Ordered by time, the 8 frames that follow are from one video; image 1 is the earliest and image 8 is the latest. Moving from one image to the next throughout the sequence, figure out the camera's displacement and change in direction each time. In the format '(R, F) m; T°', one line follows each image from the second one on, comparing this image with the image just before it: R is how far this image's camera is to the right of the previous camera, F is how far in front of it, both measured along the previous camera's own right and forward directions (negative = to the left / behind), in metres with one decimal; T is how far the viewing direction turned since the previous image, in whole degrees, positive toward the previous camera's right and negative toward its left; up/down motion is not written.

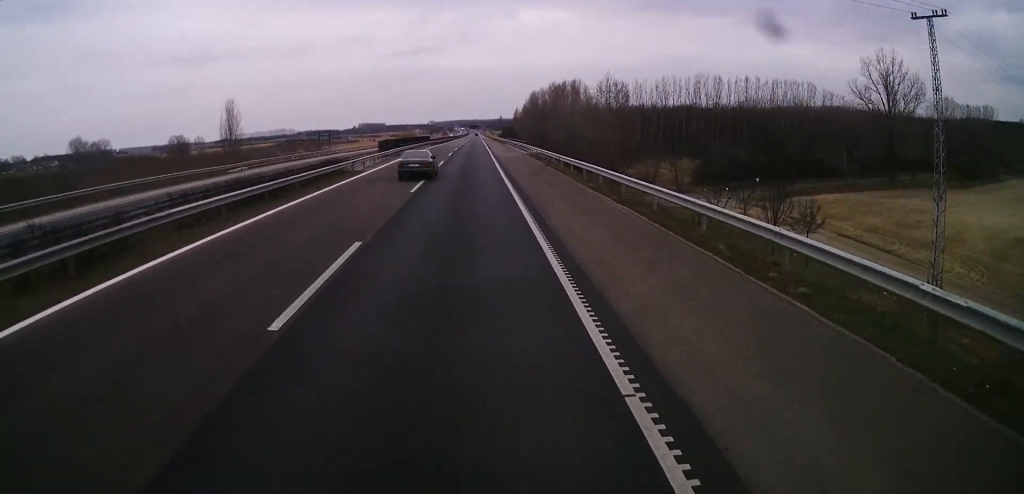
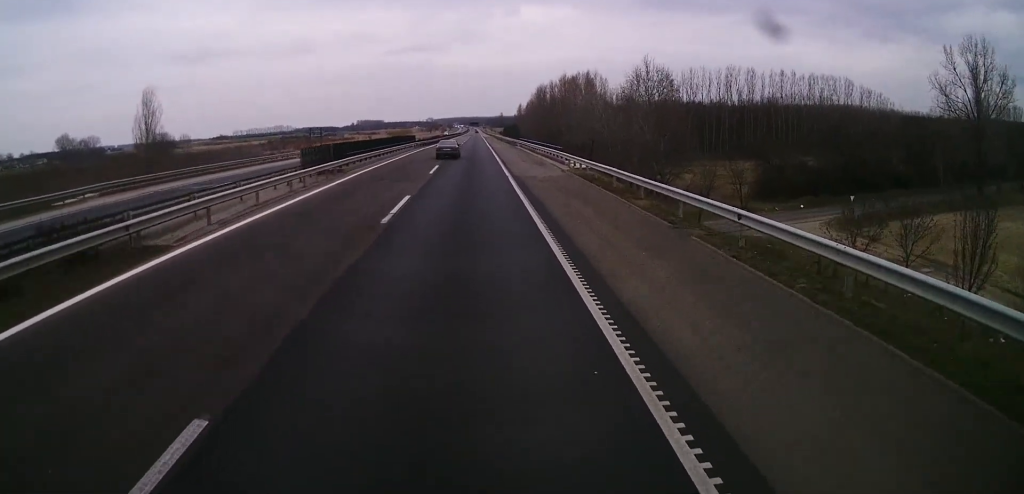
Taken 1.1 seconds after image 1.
(+0.2, +25.5) m; +1°
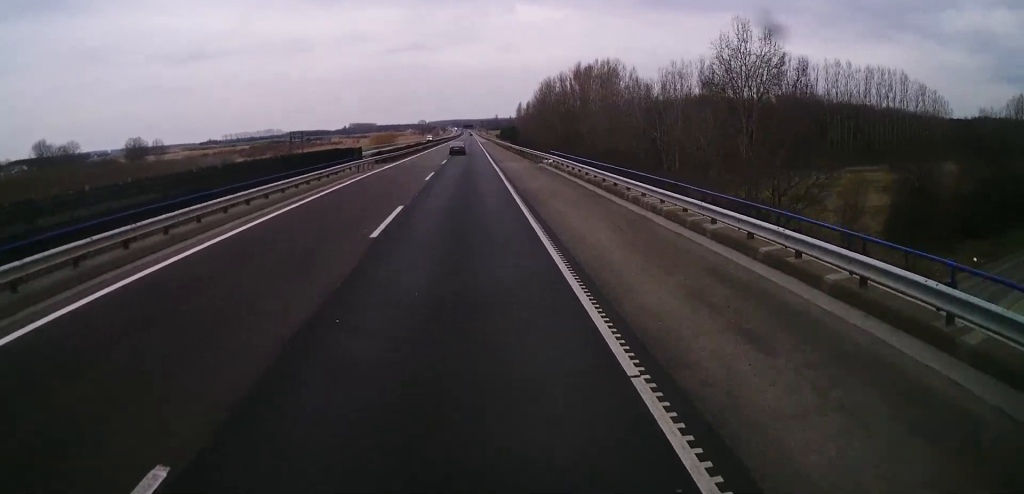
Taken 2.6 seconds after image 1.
(+0.1, +34.1) m; -1°
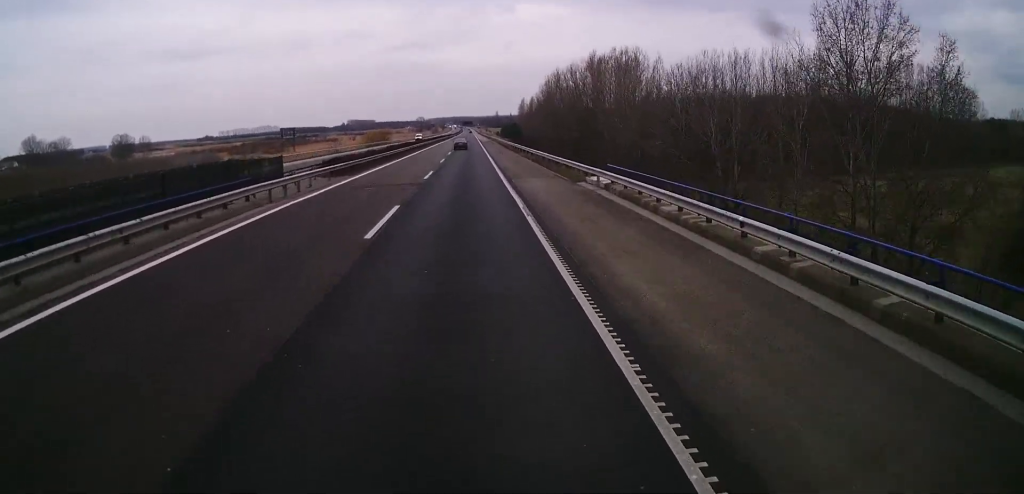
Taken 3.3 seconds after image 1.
(-0.1, +17.9) m; 0°
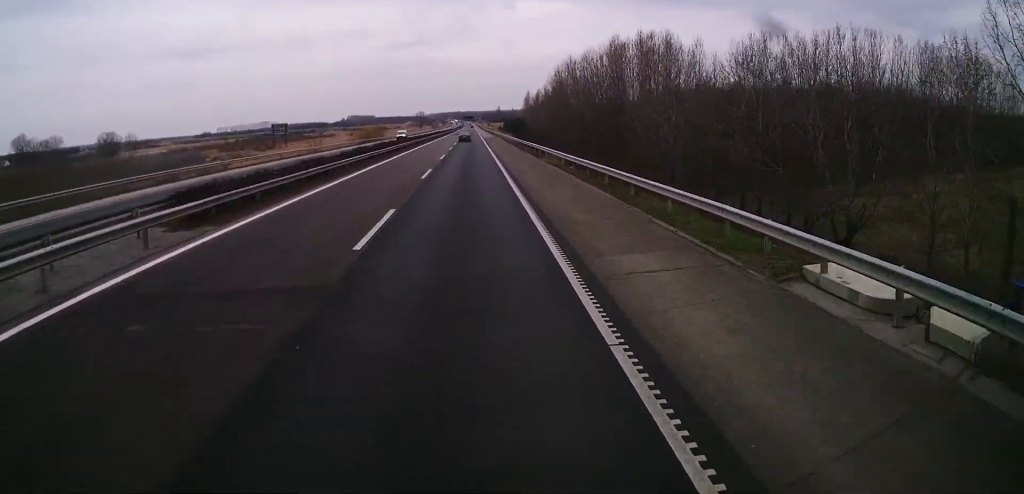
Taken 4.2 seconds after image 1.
(0.0, +19.4) m; 0°
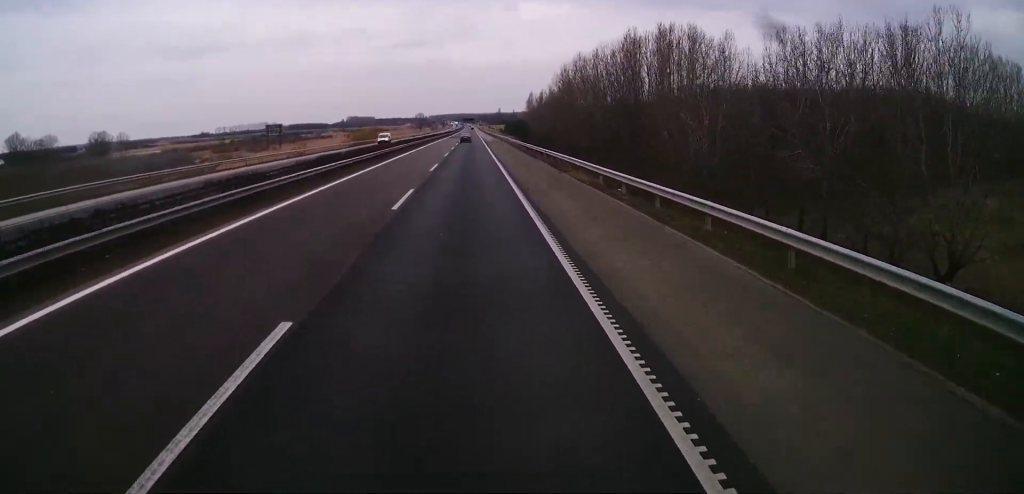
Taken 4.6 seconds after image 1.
(0.0, +10.9) m; 0°
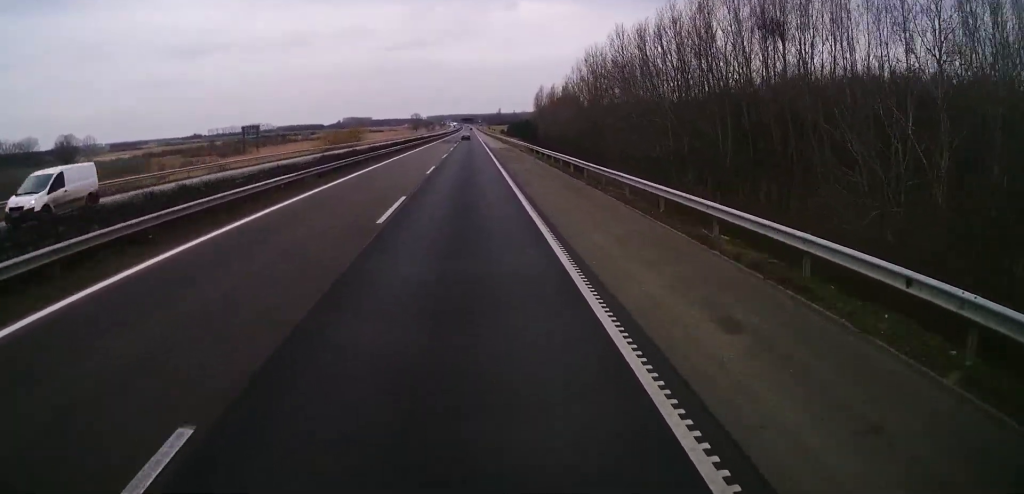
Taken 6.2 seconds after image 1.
(+0.4, +36.6) m; 0°
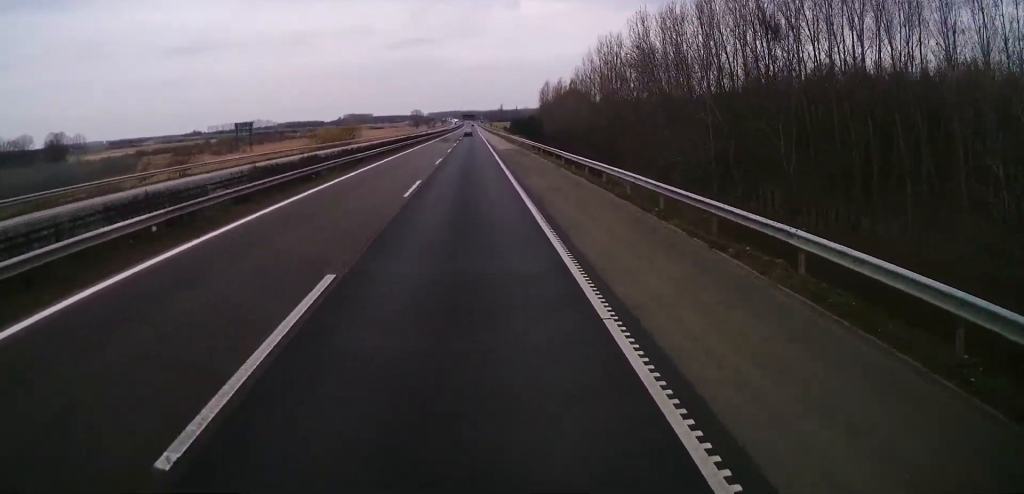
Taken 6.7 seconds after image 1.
(+0.1, +11.7) m; -1°
